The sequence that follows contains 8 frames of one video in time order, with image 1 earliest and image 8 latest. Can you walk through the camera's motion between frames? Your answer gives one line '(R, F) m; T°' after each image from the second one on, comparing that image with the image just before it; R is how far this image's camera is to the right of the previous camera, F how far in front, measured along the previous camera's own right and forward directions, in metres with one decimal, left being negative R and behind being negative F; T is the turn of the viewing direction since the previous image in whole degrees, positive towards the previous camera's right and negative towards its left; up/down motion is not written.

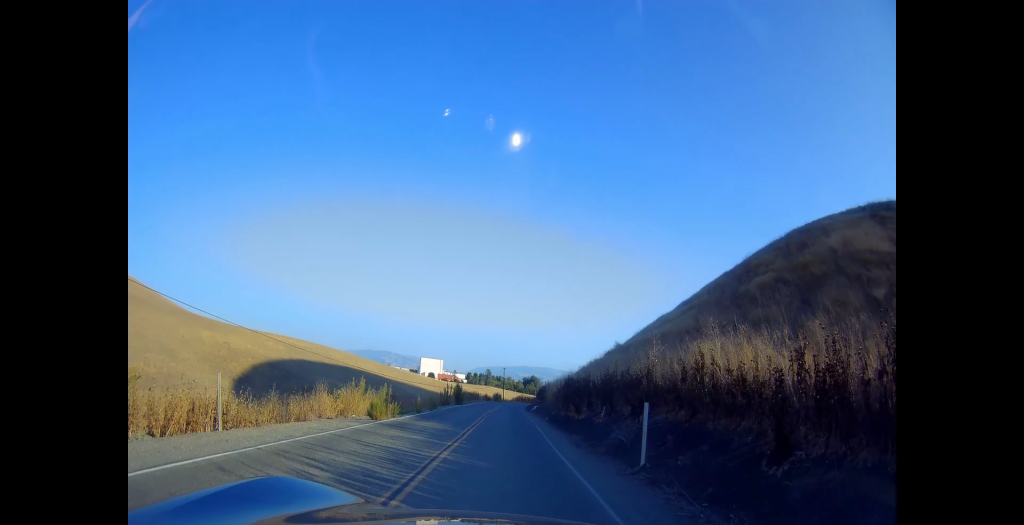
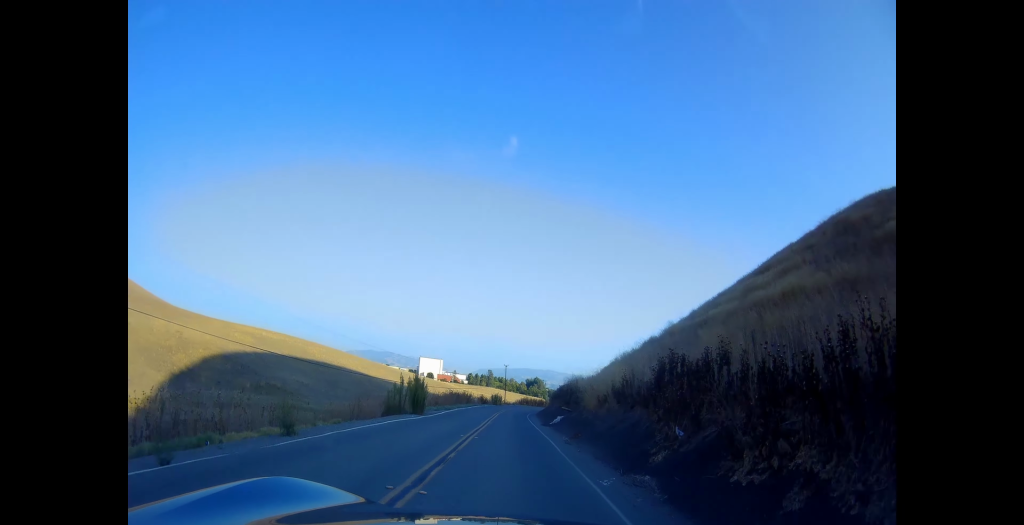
(-0.4, +22.2) m; -2°
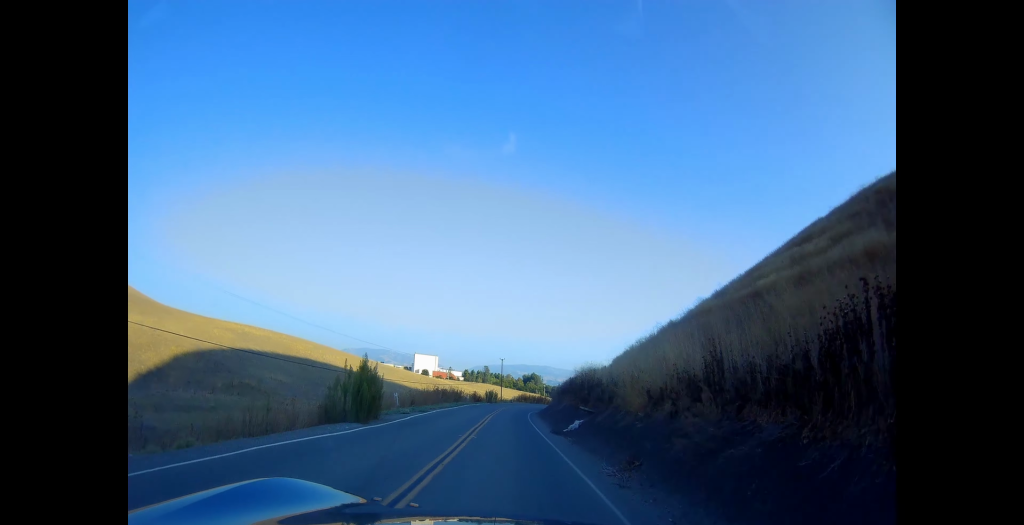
(-0.3, +7.8) m; +1°
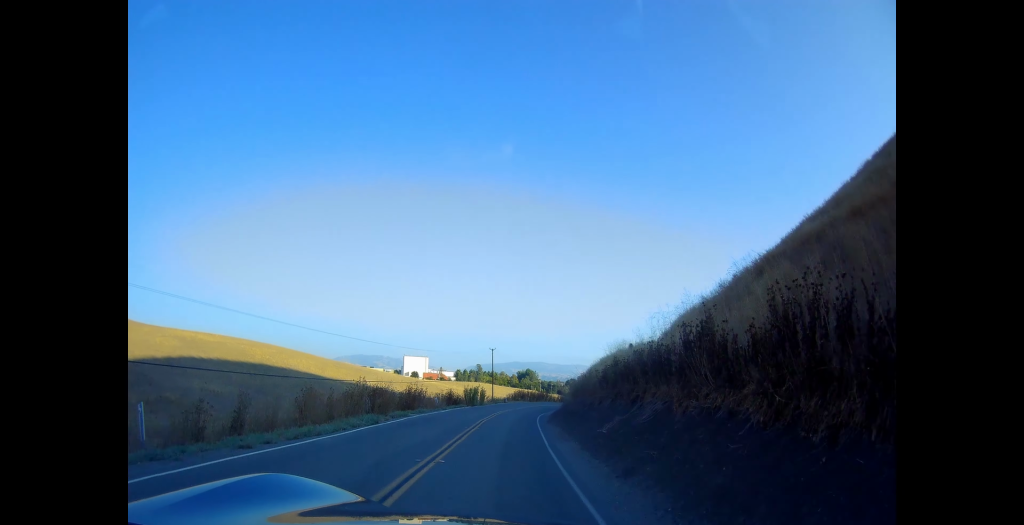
(+0.6, +21.5) m; +3°
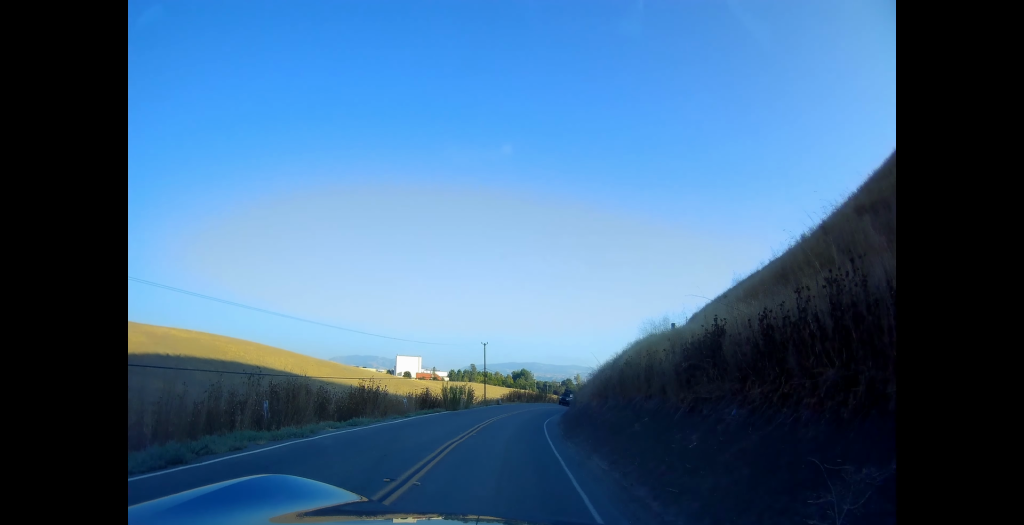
(+0.3, +10.3) m; +1°
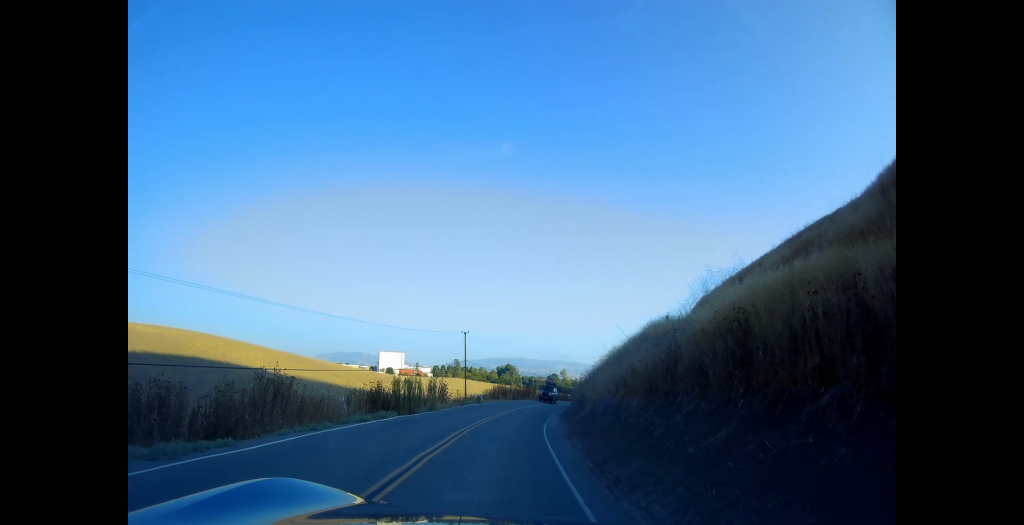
(-0.2, +9.4) m; 0°
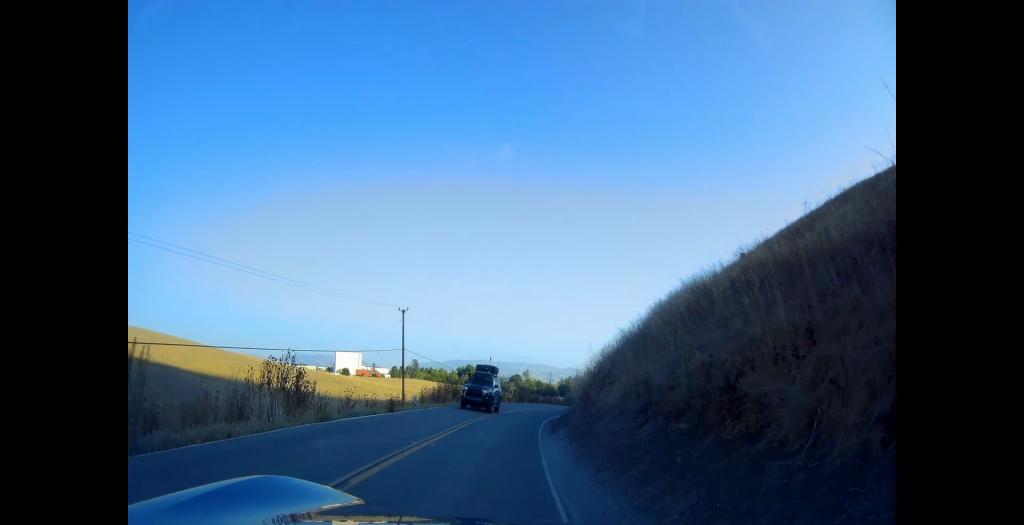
(+0.1, +19.3) m; +2°
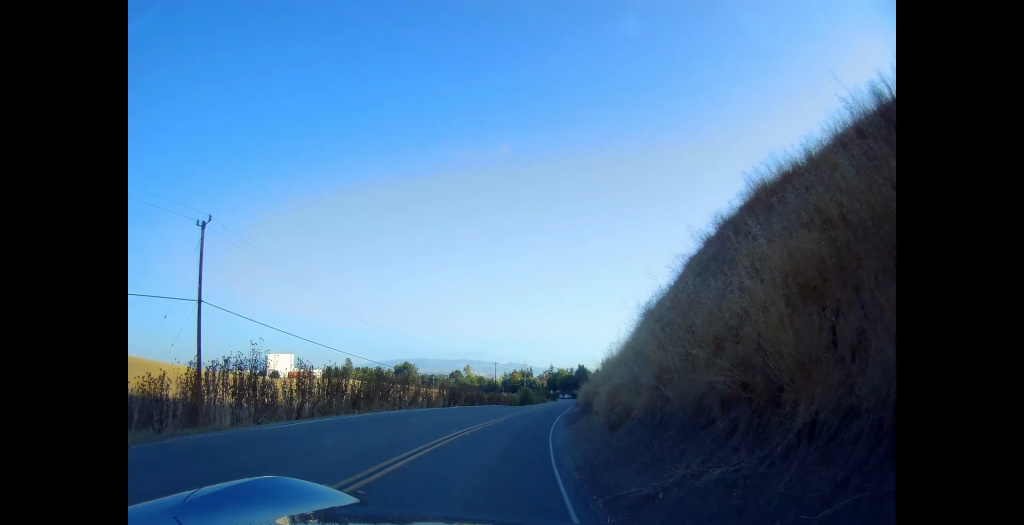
(+1.3, +29.5) m; +9°
